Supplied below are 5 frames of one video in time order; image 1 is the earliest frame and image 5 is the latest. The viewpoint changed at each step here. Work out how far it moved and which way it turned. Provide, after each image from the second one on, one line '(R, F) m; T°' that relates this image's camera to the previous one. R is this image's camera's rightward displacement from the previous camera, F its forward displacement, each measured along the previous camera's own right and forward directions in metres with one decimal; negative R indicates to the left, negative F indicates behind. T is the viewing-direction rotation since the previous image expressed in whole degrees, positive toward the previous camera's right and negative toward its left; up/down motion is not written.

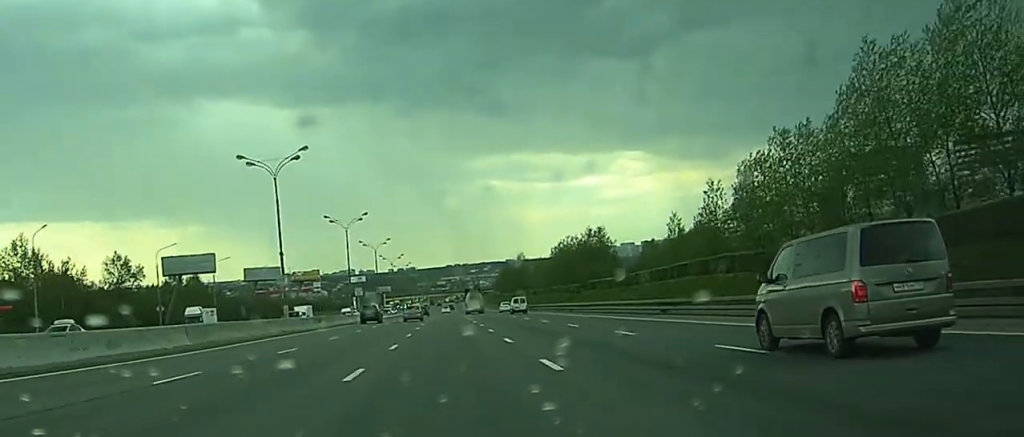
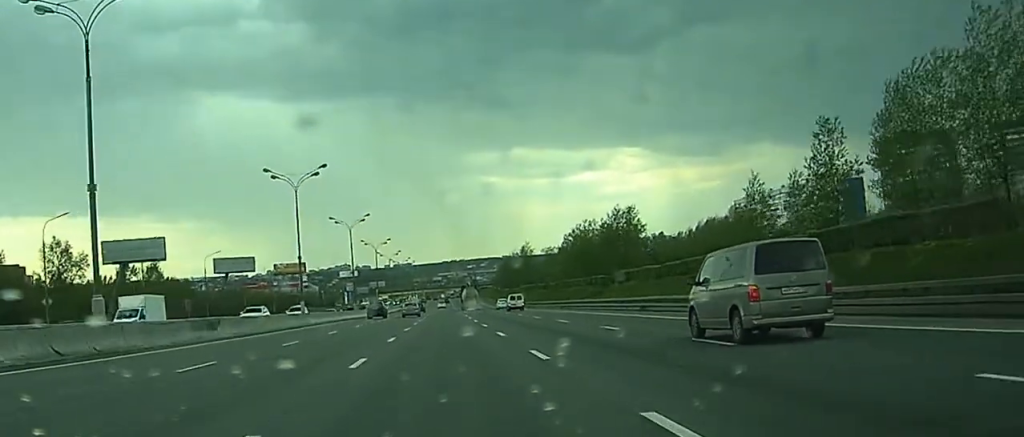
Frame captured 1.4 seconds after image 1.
(-0.1, +32.0) m; 0°
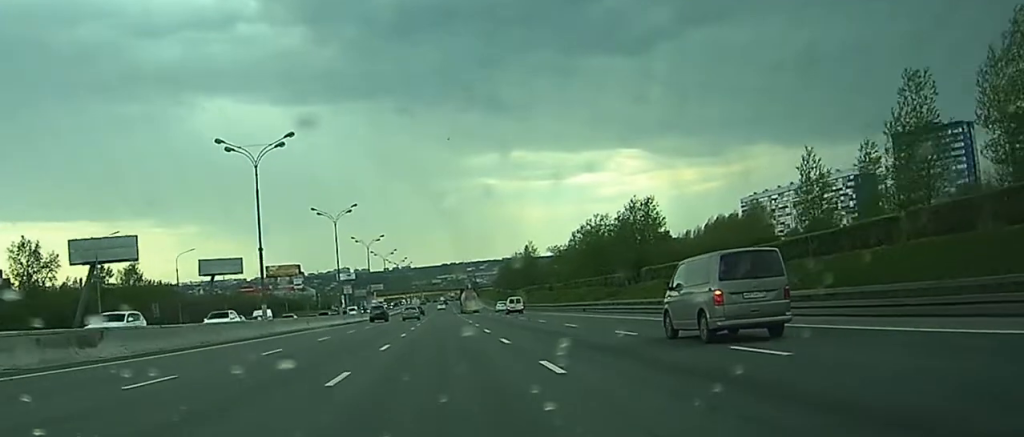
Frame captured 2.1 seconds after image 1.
(0.0, +15.7) m; 0°
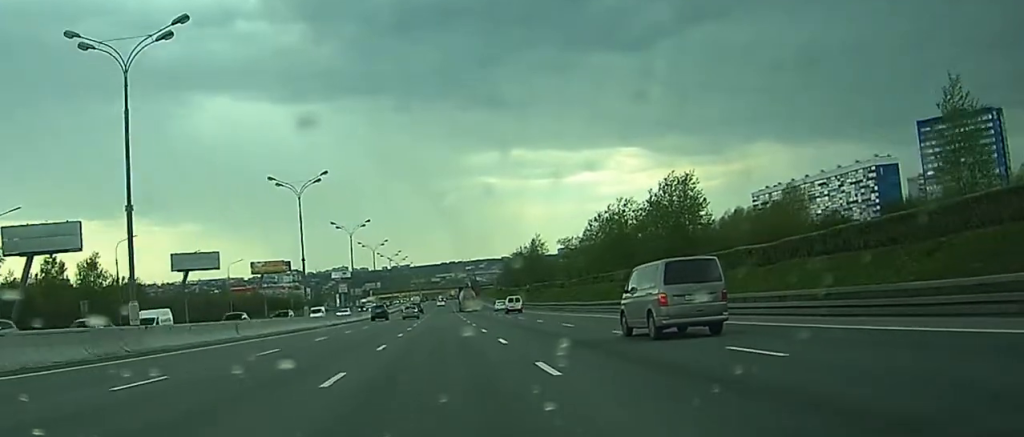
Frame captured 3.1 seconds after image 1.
(0.0, +27.3) m; 0°
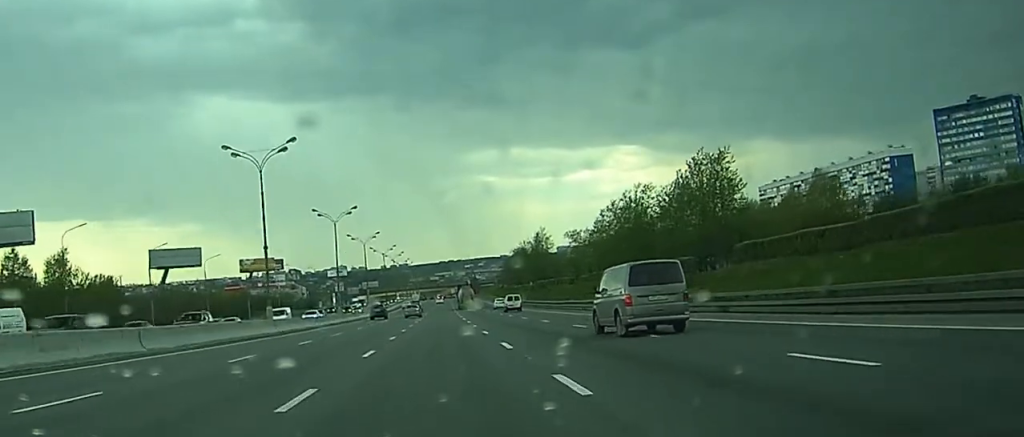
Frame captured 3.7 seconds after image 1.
(0.0, +18.2) m; 0°
